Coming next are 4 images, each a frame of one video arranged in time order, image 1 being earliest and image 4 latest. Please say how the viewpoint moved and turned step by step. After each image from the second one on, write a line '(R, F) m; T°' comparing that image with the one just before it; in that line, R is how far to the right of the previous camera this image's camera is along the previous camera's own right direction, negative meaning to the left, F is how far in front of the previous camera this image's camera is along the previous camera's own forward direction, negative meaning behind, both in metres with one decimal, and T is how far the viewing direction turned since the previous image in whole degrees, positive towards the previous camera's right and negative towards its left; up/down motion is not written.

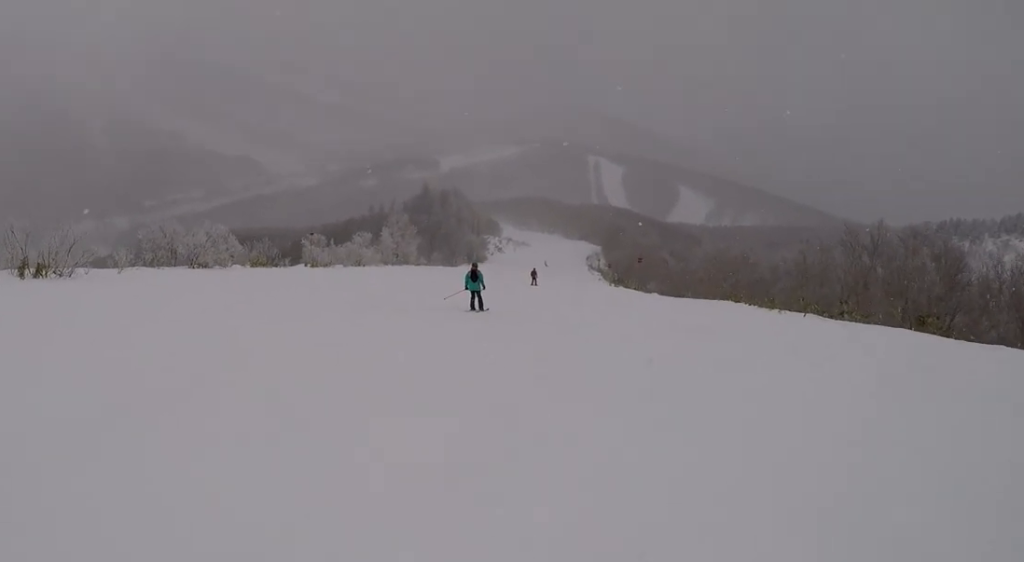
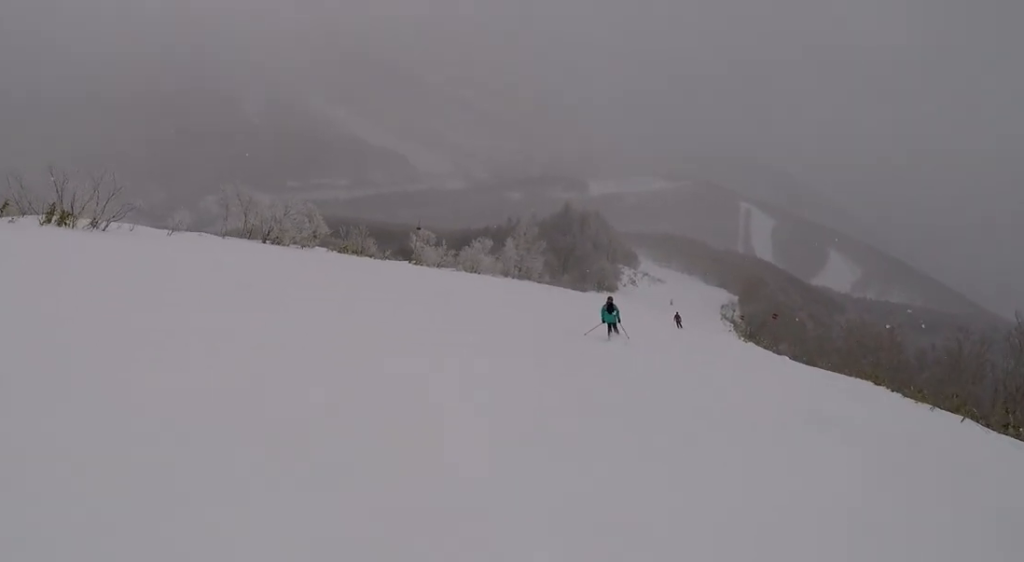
(-0.3, +3.4) m; -9°
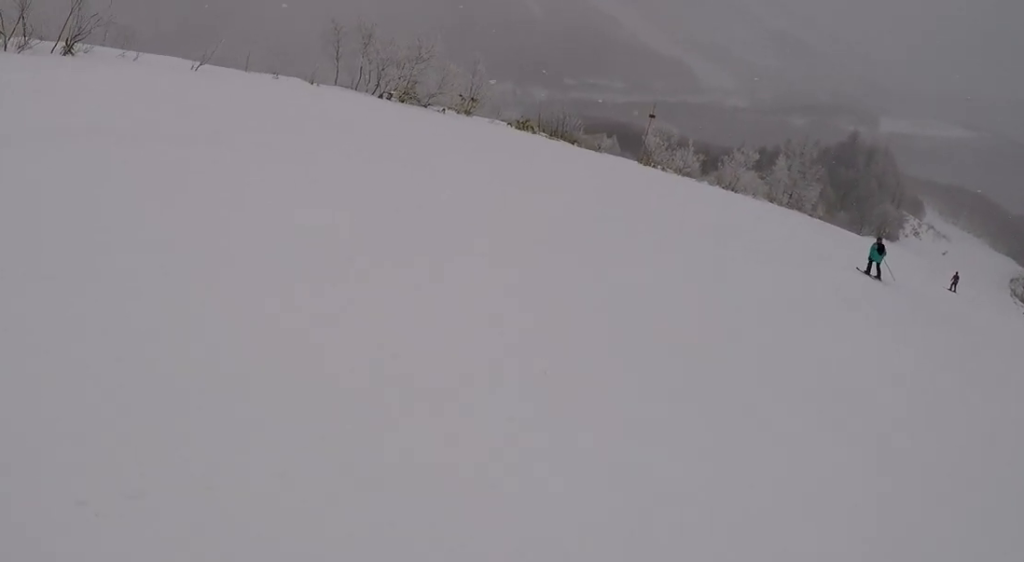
(-2.1, +9.0) m; -6°
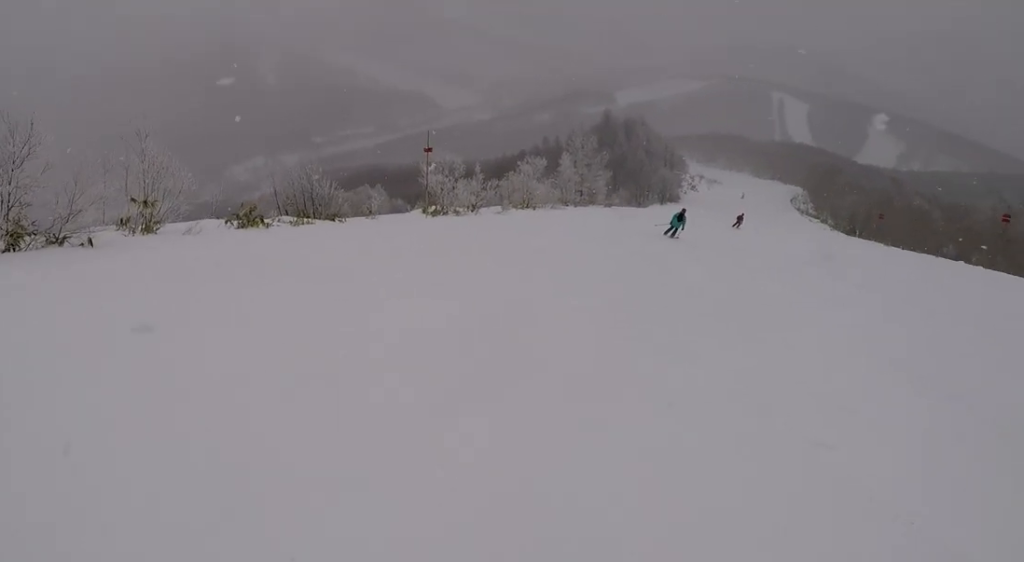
(+1.5, +7.6) m; +23°
